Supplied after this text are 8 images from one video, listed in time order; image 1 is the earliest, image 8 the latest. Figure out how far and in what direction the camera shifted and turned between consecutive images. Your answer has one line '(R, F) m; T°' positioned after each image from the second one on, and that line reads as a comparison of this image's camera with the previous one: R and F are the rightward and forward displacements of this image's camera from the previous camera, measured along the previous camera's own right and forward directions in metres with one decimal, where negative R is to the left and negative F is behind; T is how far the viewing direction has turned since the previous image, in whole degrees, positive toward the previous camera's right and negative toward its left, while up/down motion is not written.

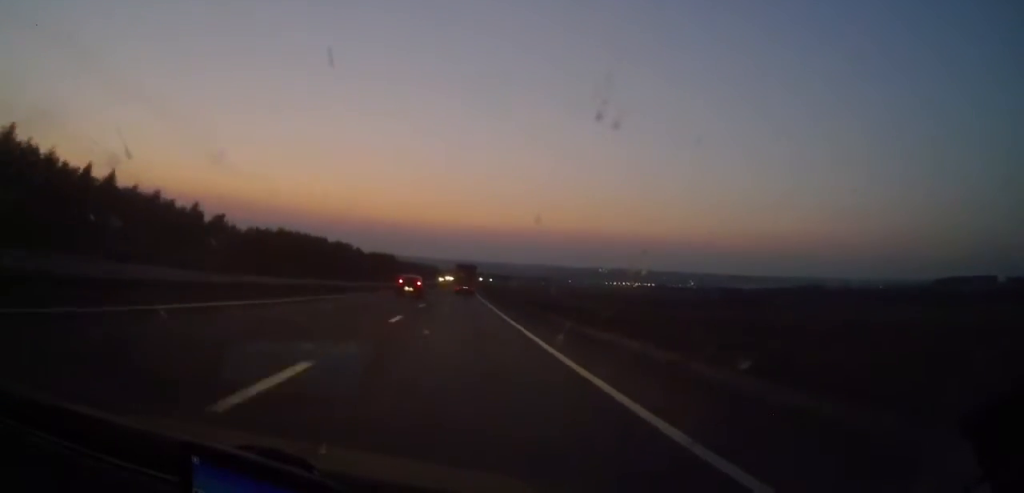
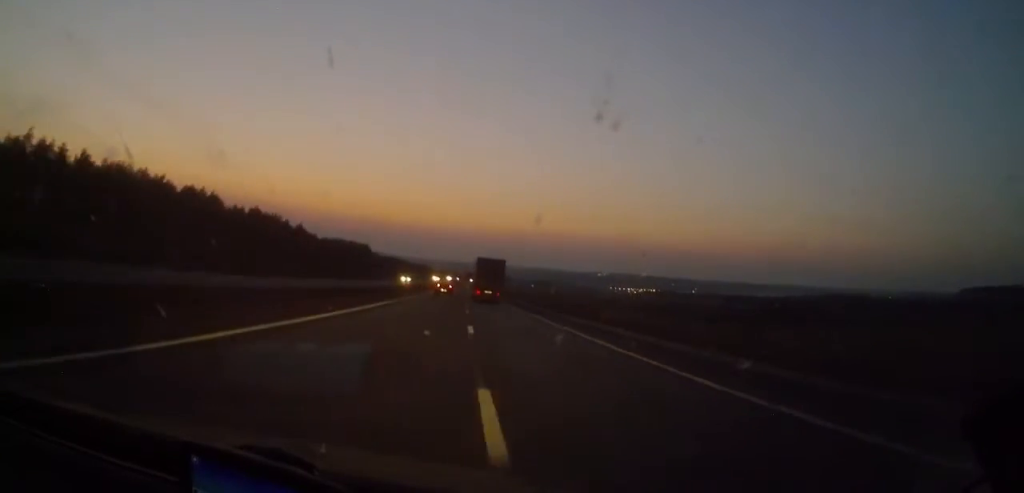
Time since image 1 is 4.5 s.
(+2.8, +157.8) m; +1°
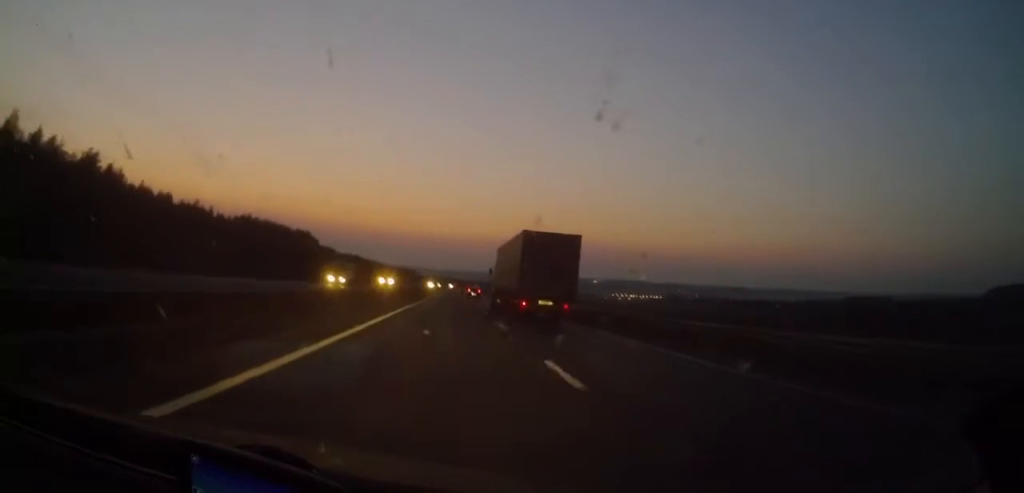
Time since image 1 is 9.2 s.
(+0.9, +150.1) m; +1°
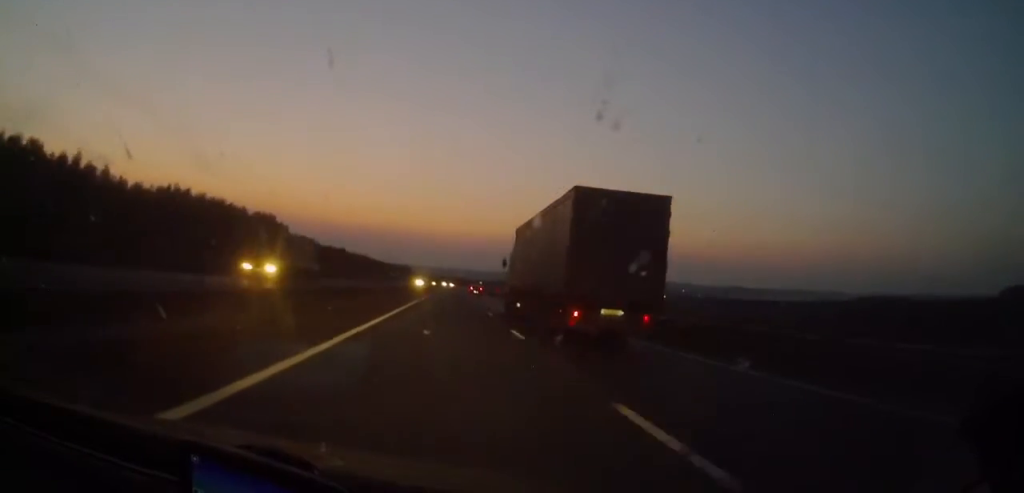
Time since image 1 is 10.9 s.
(+0.3, +53.1) m; 0°
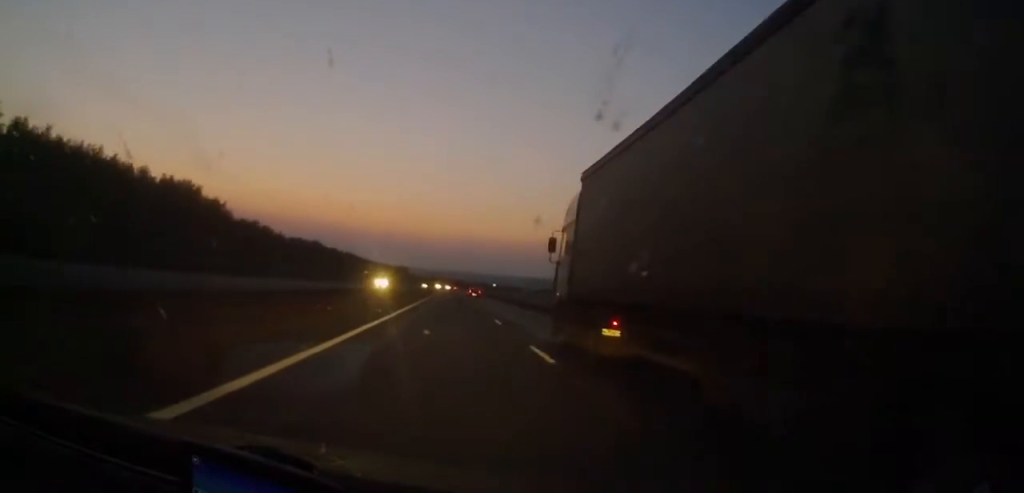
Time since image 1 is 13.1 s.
(+0.6, +65.5) m; 0°
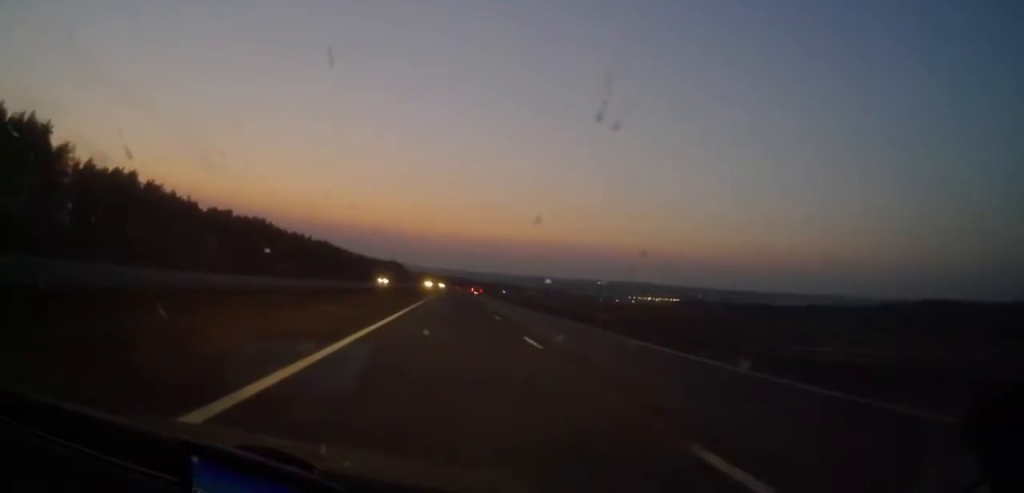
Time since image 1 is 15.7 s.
(-0.2, +81.3) m; 0°
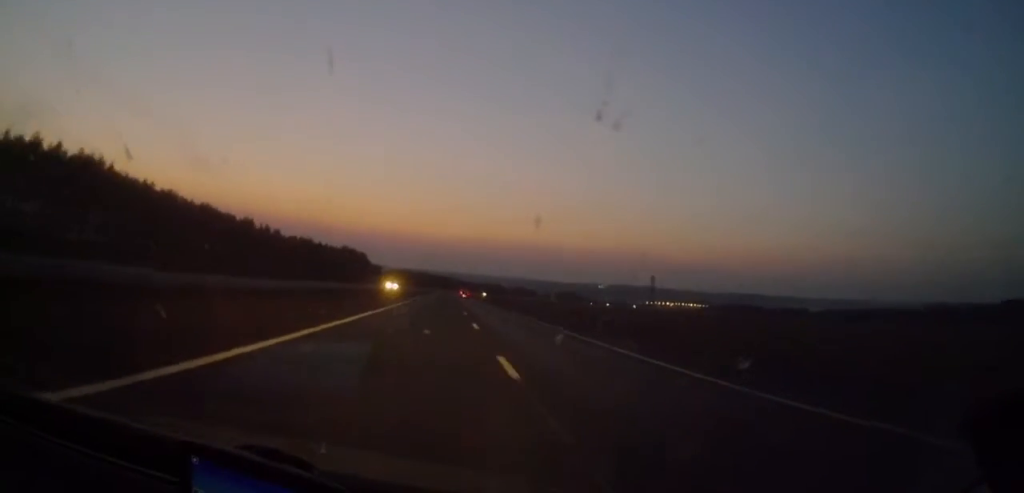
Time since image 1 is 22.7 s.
(+0.5, +200.1) m; +1°
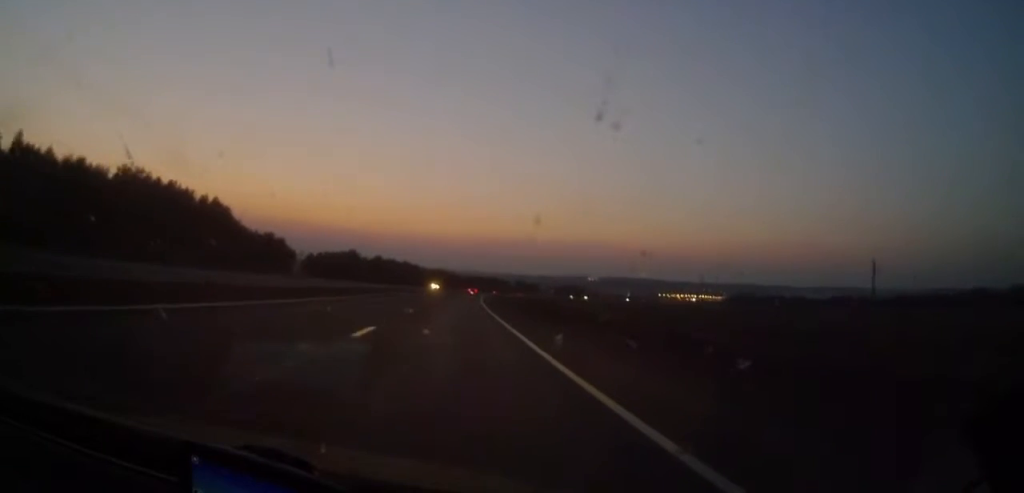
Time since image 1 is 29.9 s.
(+1.6, +195.5) m; +2°
